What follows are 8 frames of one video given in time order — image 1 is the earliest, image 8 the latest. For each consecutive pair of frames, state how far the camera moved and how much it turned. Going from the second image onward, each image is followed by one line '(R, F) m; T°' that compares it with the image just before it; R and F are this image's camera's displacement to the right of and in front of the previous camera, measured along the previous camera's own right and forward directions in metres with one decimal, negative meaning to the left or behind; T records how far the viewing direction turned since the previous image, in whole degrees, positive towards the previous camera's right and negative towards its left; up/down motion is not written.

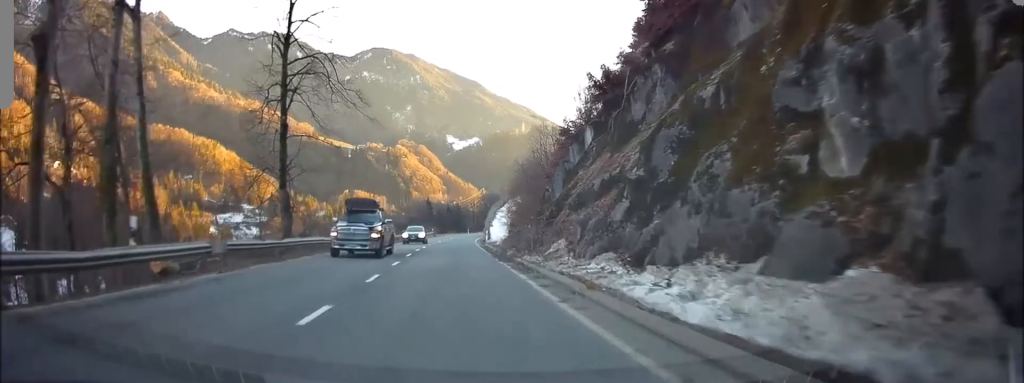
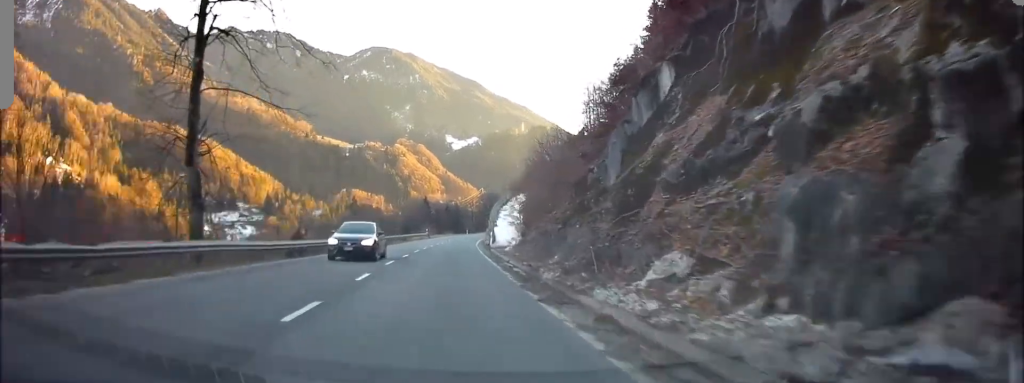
(-0.1, +12.4) m; +2°
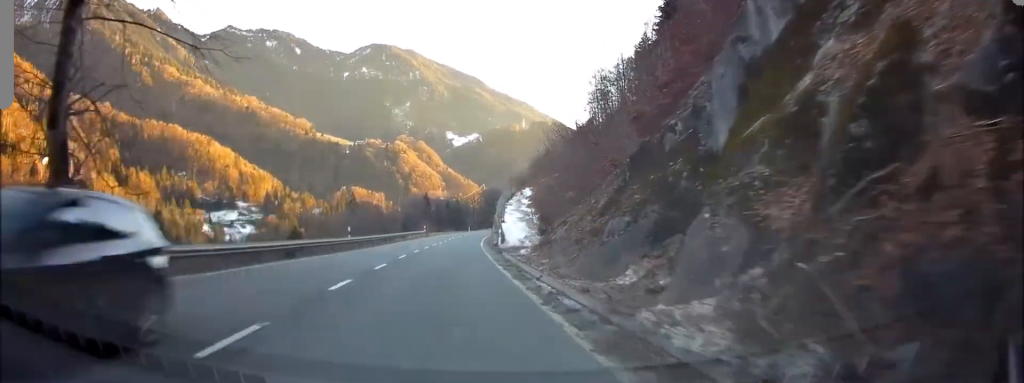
(-0.1, +8.5) m; +1°
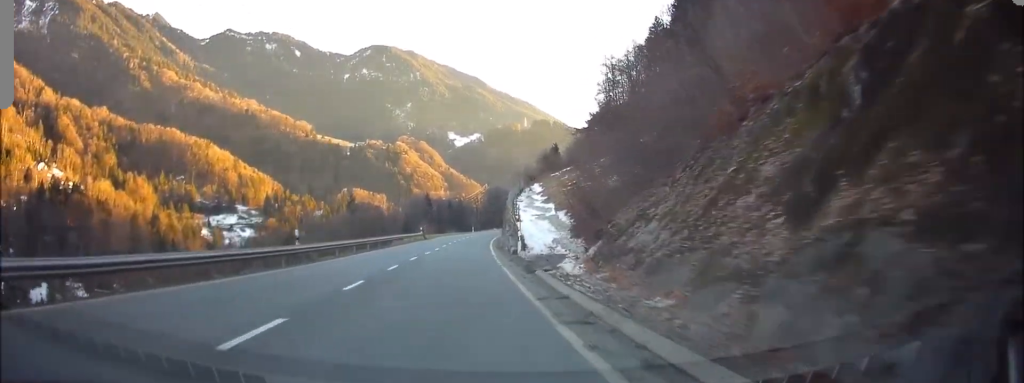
(+0.6, +11.4) m; +1°
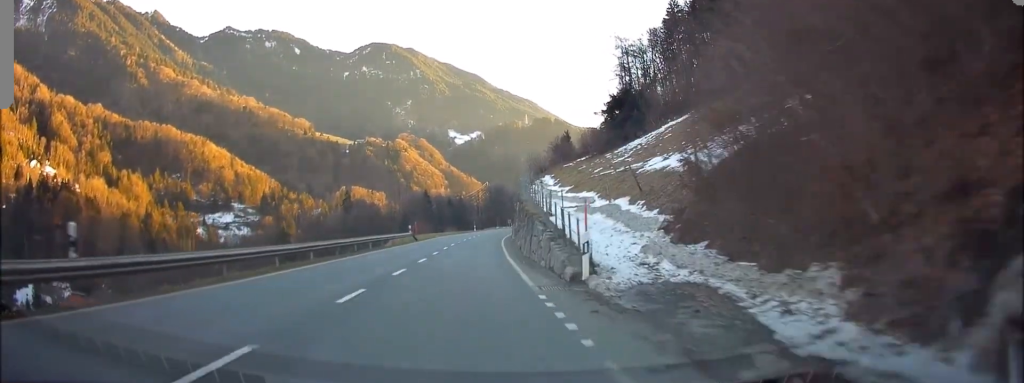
(-0.3, +13.8) m; -2°
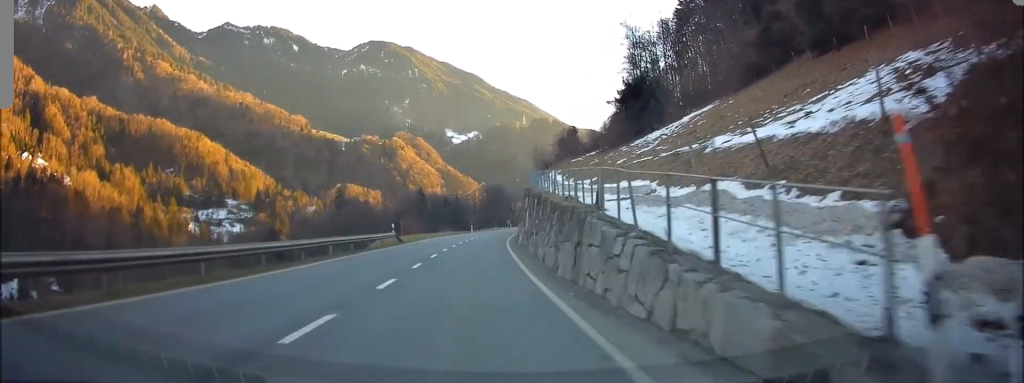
(-0.2, +9.8) m; -1°
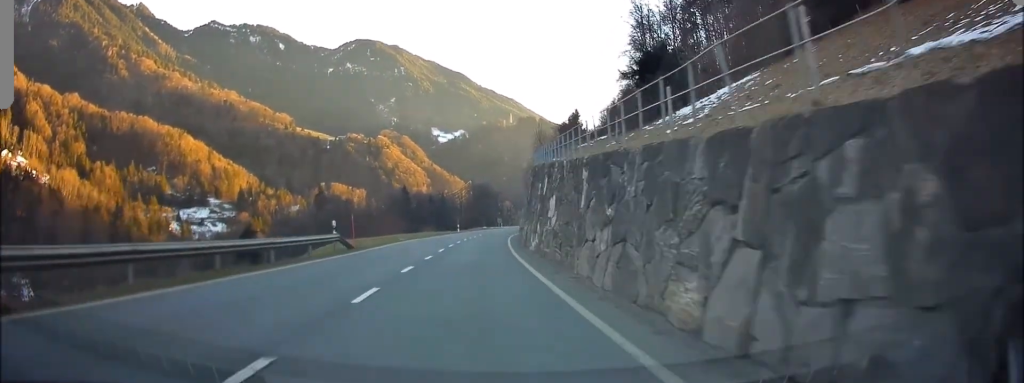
(0.0, +14.7) m; +1°
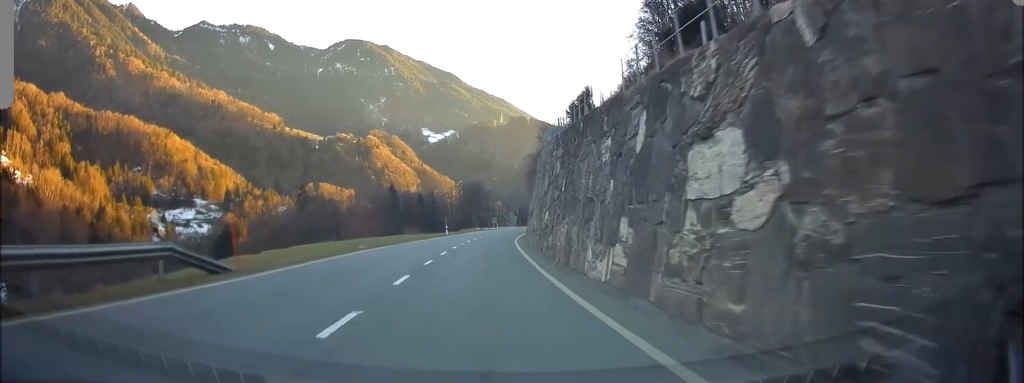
(+0.3, +15.4) m; +2°
